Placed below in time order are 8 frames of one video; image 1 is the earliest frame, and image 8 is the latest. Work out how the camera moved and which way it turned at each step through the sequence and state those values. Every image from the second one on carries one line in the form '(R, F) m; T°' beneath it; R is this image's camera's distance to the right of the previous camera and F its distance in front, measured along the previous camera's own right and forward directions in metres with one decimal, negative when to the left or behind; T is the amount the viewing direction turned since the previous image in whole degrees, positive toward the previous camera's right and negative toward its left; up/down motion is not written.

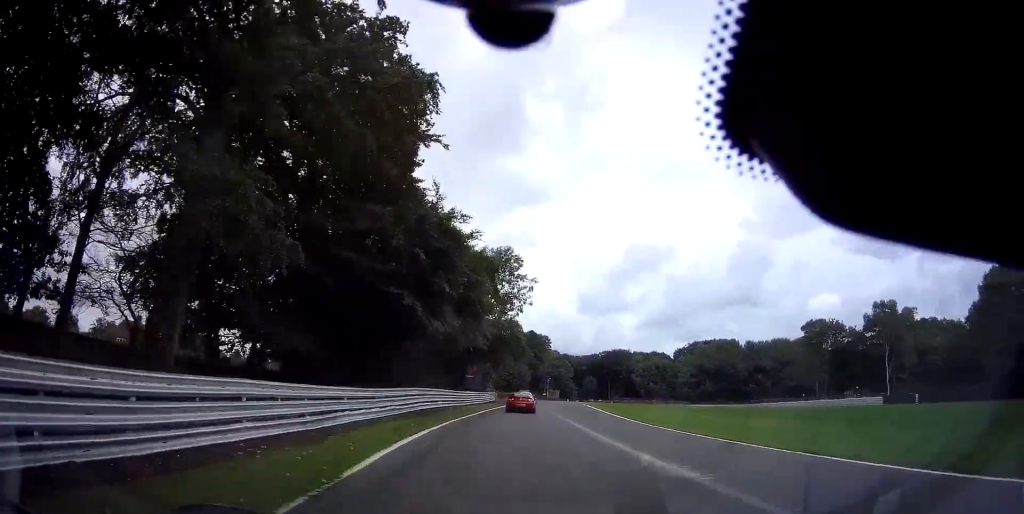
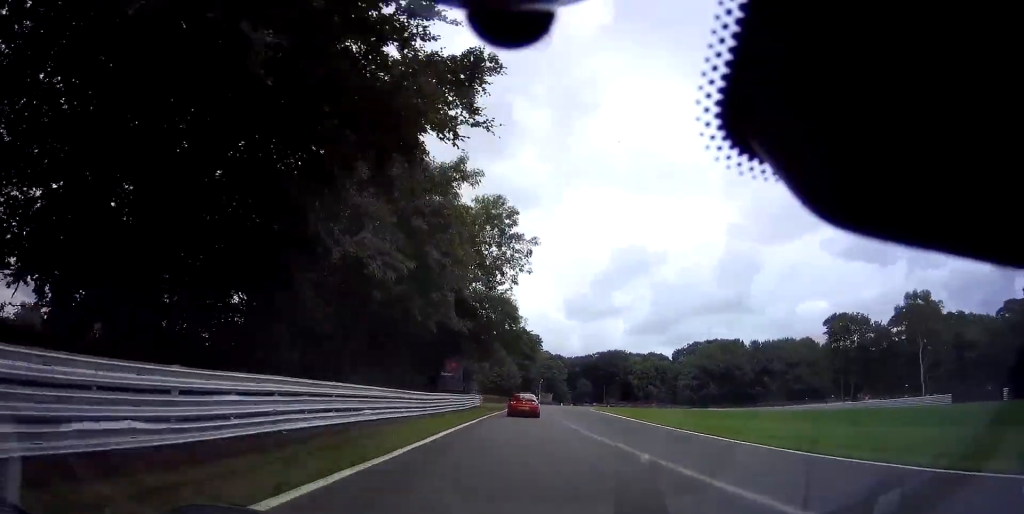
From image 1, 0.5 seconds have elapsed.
(-0.3, +15.1) m; 0°
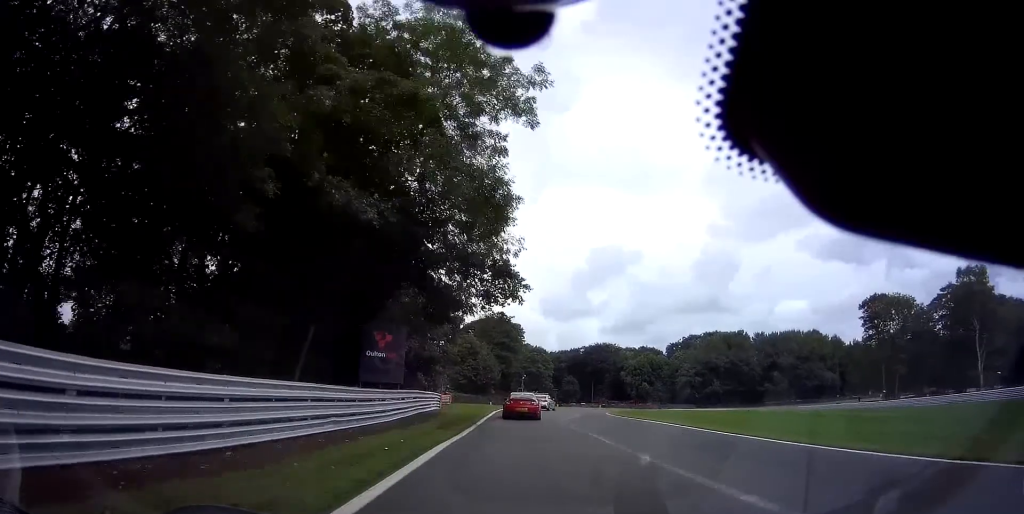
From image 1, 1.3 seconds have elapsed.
(+0.6, +21.1) m; +2°
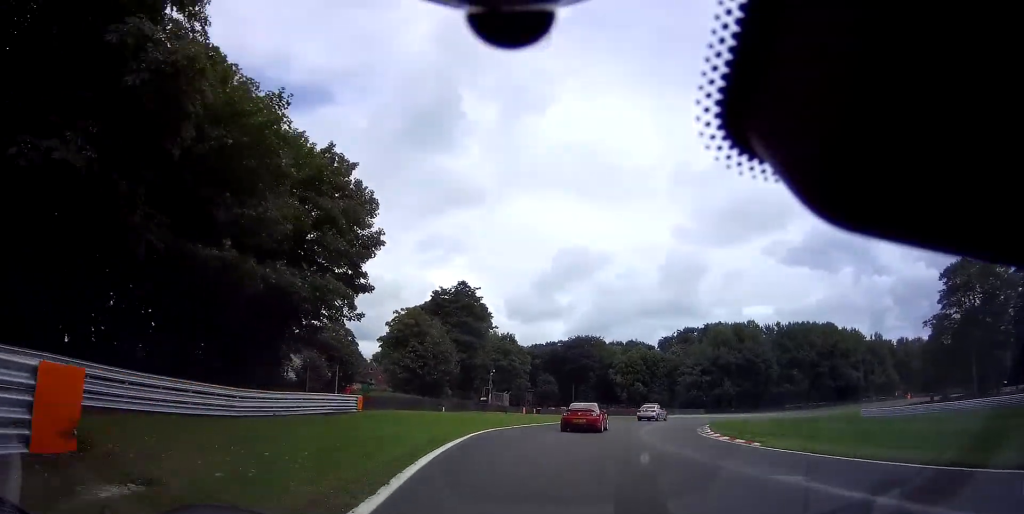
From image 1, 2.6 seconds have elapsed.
(+1.1, +31.5) m; +7°
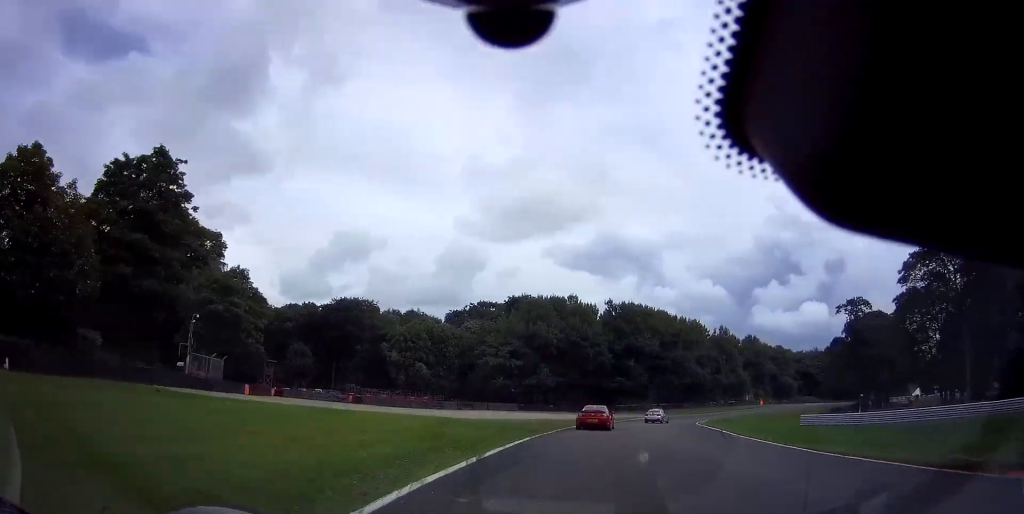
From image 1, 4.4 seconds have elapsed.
(+6.2, +35.2) m; +23°
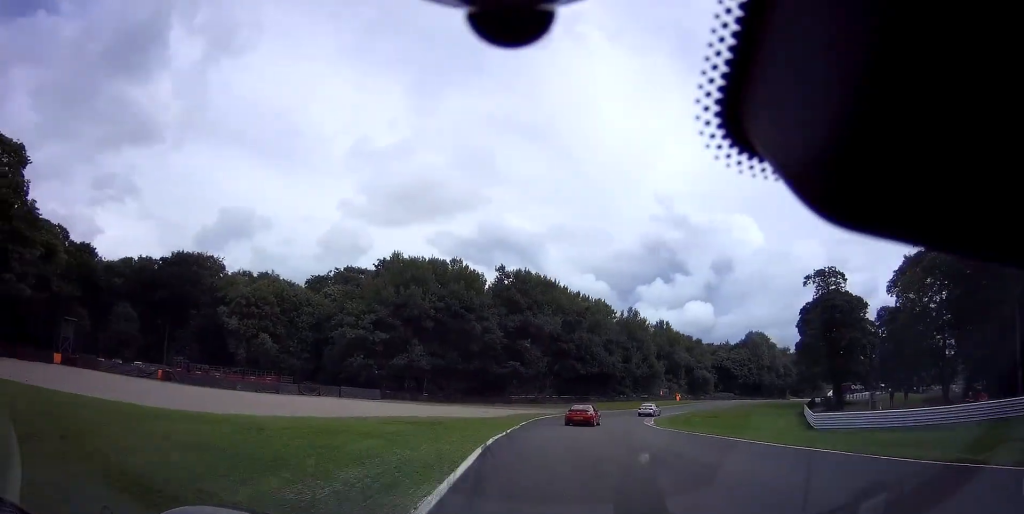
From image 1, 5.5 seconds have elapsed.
(+2.6, +21.5) m; +15°
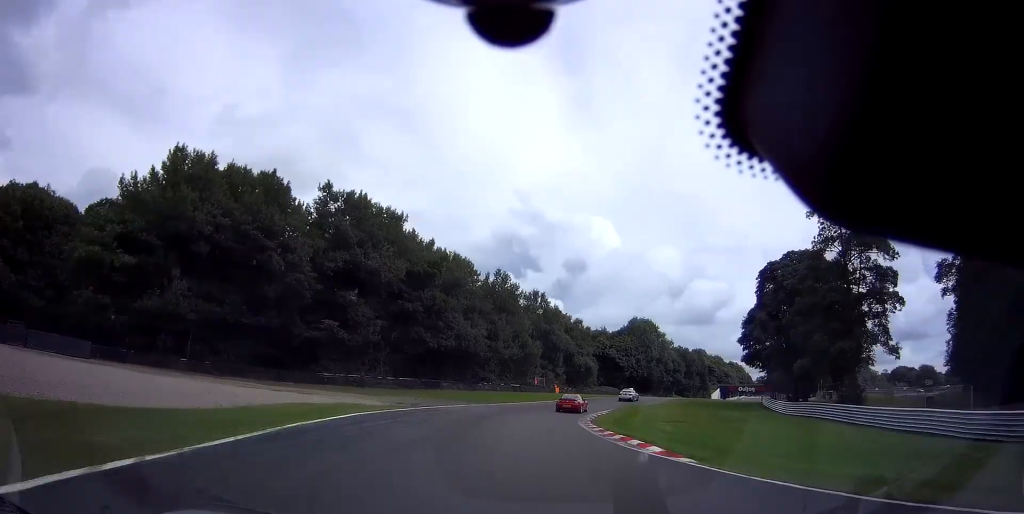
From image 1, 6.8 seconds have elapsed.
(+4.6, +28.6) m; +15°
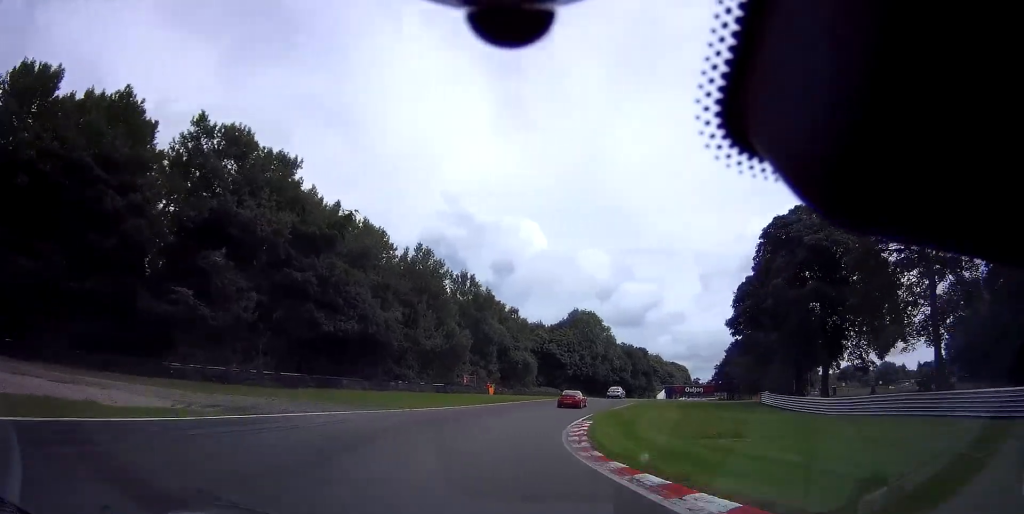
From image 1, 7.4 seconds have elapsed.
(+0.5, +16.0) m; +7°
